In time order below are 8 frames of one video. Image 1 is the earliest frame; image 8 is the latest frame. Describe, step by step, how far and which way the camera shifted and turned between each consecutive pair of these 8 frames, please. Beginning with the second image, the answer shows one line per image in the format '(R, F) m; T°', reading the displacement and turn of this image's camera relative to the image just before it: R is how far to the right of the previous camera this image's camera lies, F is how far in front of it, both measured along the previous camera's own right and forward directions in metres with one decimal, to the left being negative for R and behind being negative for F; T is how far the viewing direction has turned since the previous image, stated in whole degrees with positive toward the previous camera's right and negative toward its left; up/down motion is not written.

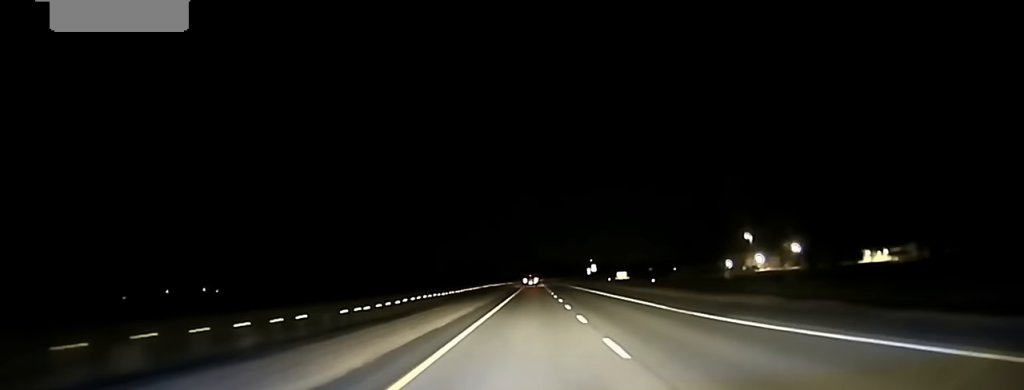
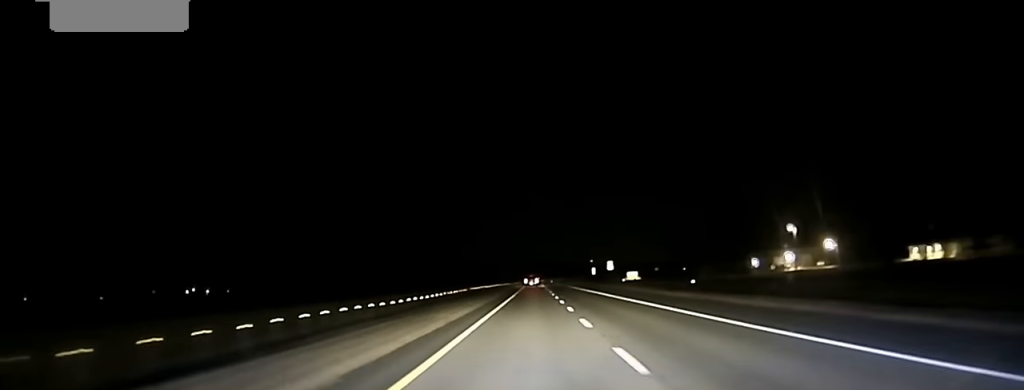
(+0.1, +41.5) m; 0°
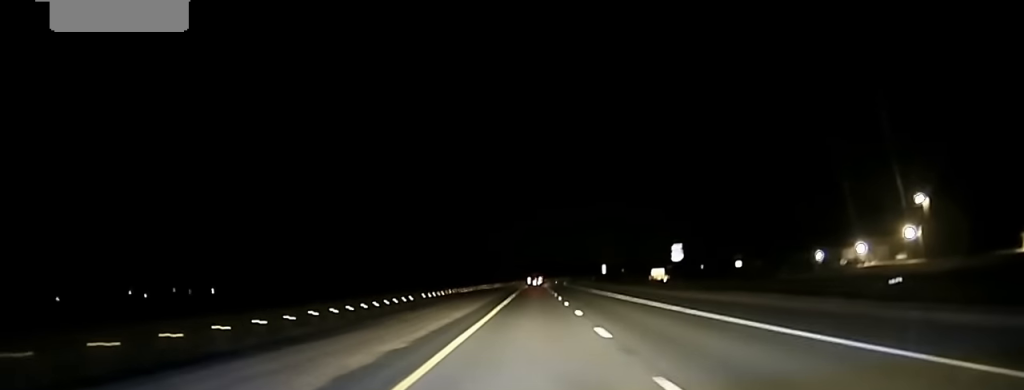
(+0.1, +65.2) m; 0°
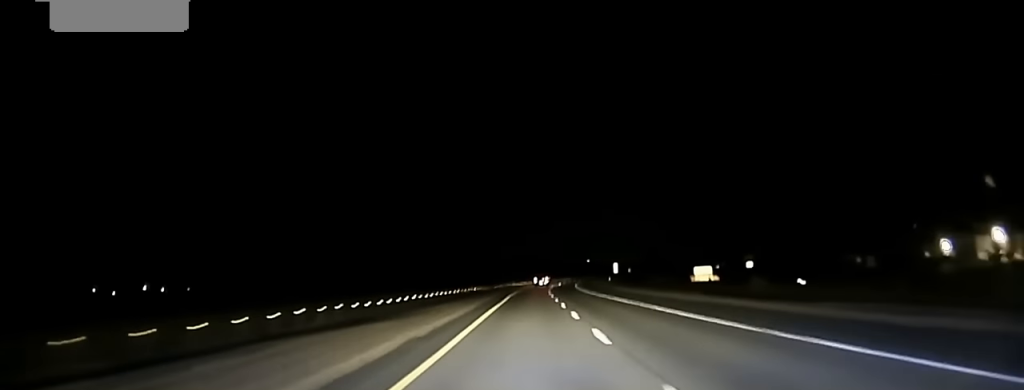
(-0.1, +68.2) m; 0°
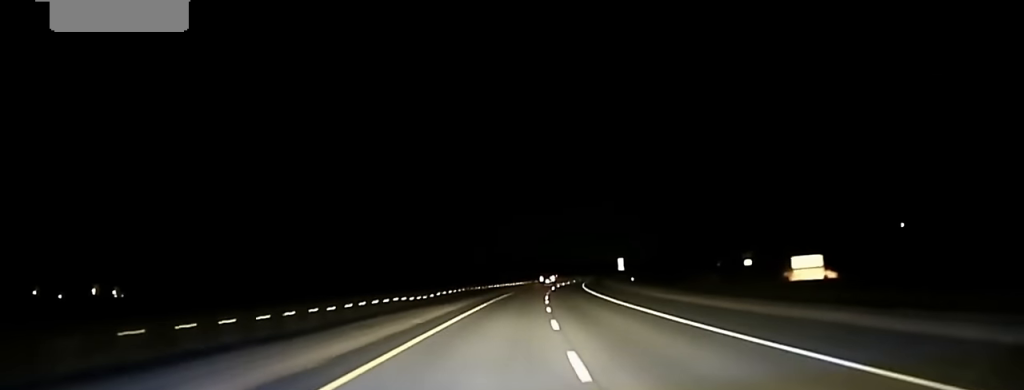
(+1.0, +75.7) m; +2°
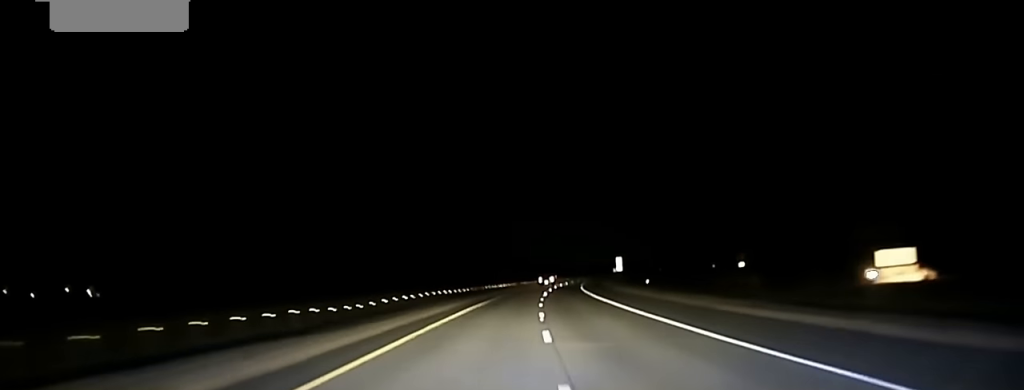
(+0.2, +28.7) m; +1°
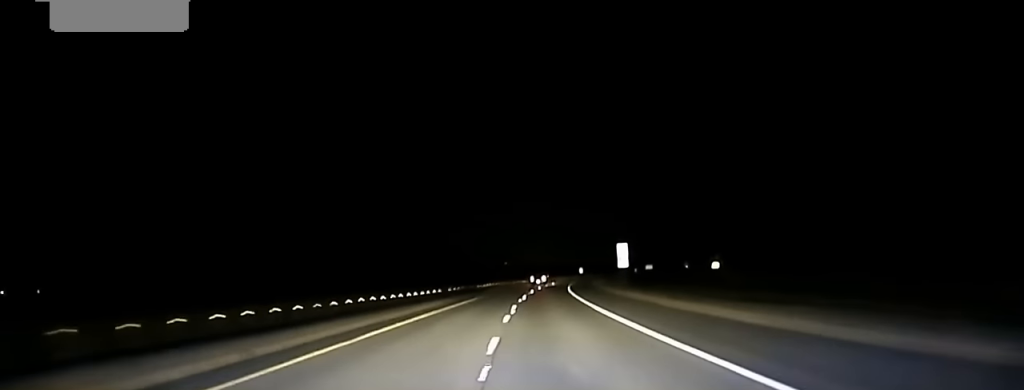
(+2.4, +88.8) m; +3°
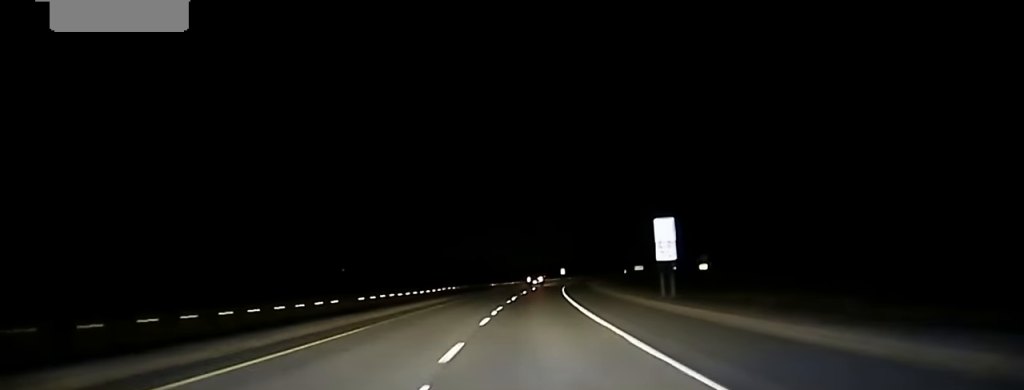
(+0.9, +54.1) m; +2°
